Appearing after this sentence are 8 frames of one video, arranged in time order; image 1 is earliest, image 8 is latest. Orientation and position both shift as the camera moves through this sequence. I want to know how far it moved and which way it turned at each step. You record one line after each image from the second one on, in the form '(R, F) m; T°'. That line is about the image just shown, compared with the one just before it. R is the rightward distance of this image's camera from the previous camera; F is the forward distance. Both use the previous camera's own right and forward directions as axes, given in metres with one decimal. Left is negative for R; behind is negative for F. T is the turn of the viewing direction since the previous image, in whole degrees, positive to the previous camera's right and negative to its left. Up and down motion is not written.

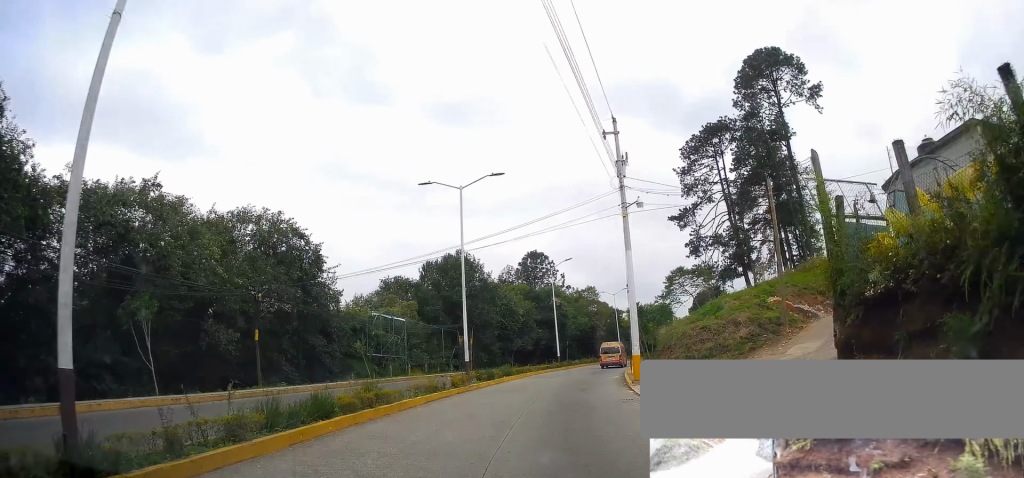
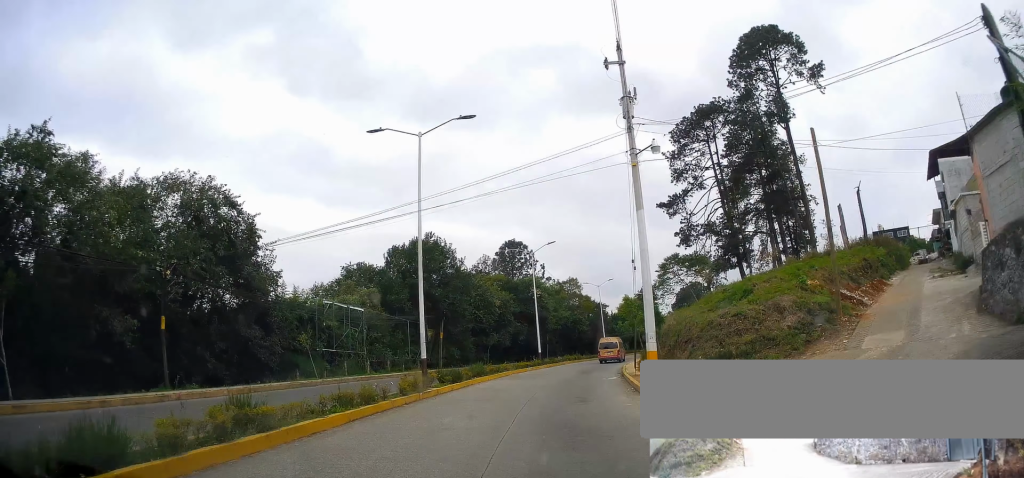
(+0.5, +6.1) m; +3°
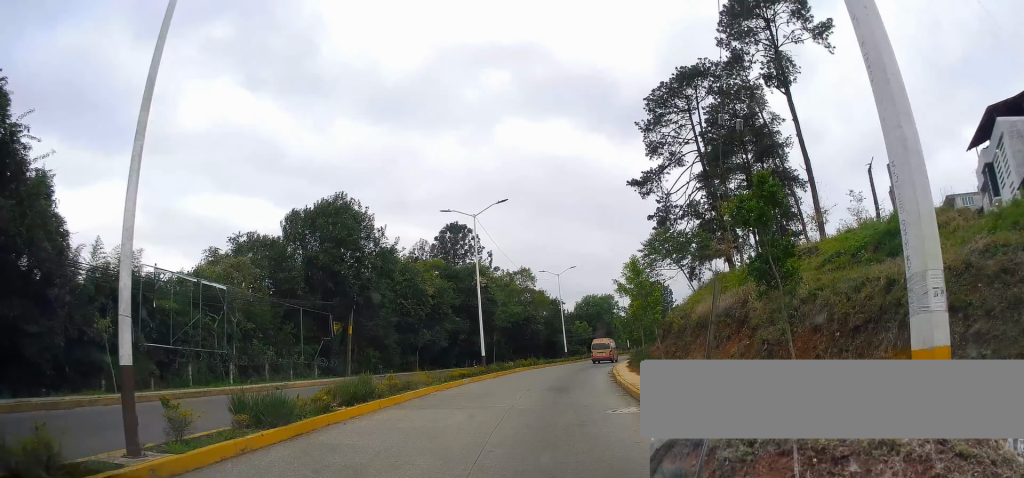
(+0.6, +14.8) m; +2°
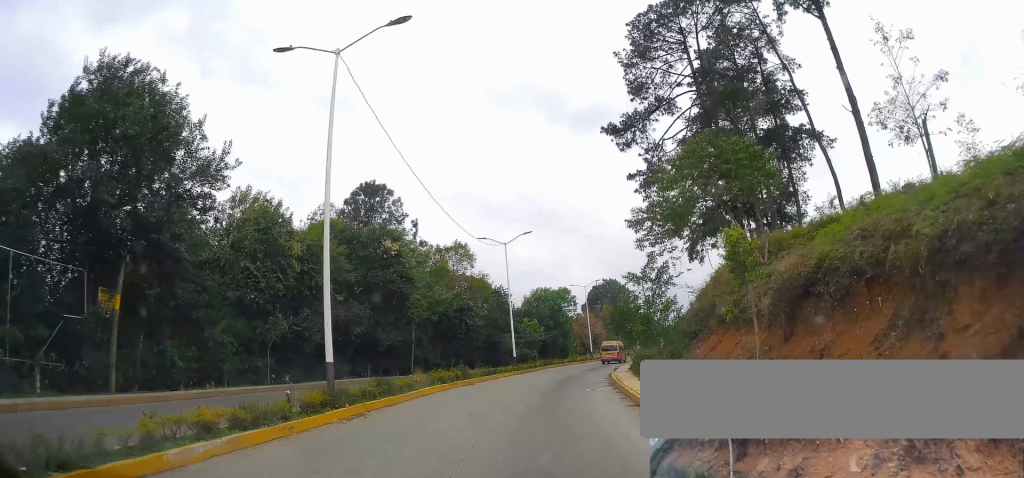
(+1.4, +19.8) m; +8°
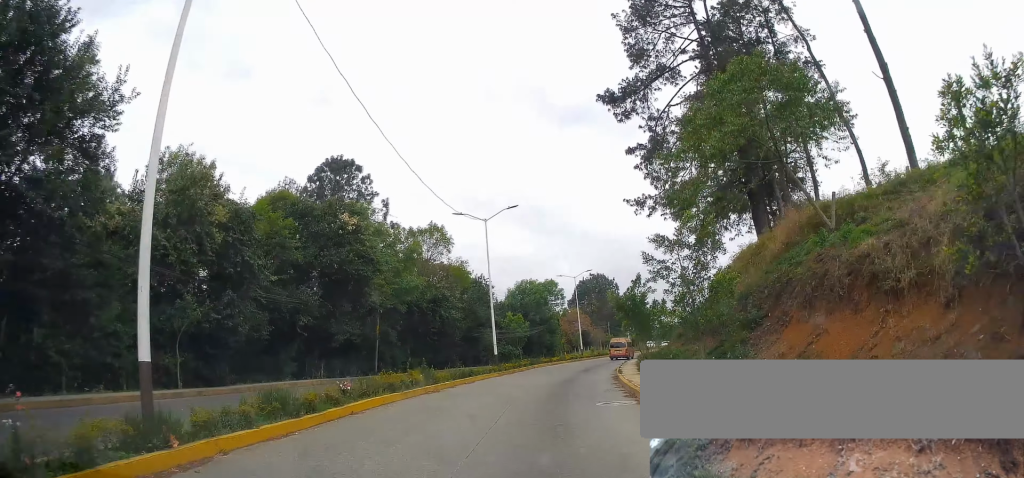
(+0.2, +6.5) m; +2°
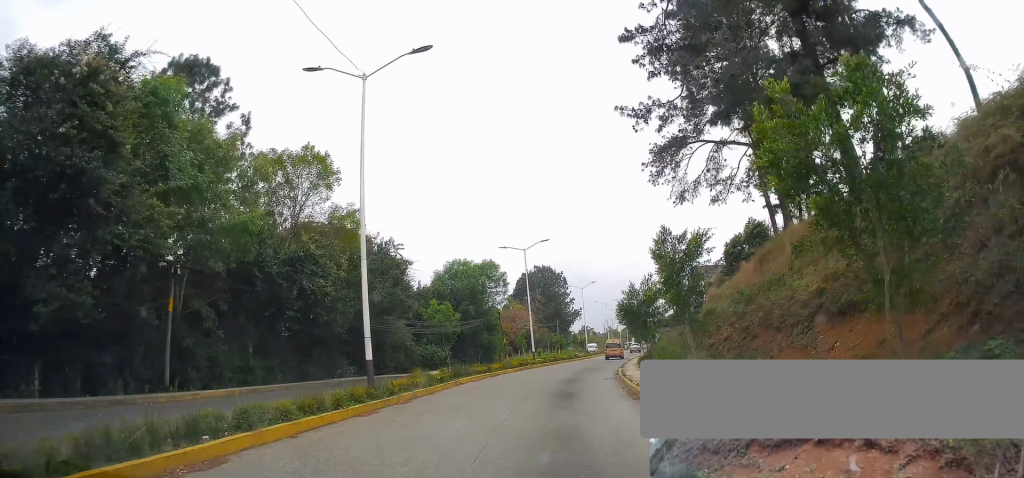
(+1.5, +18.7) m; +8°
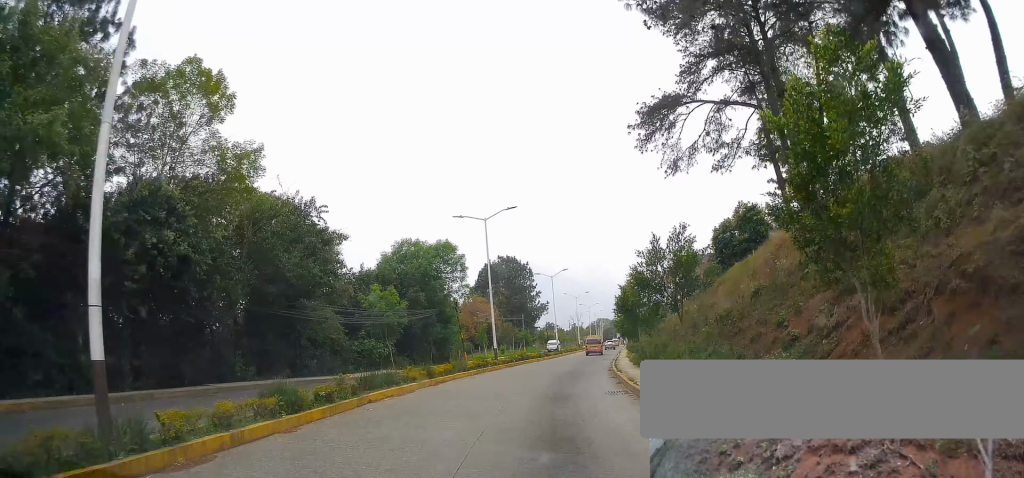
(-0.4, +9.8) m; -2°
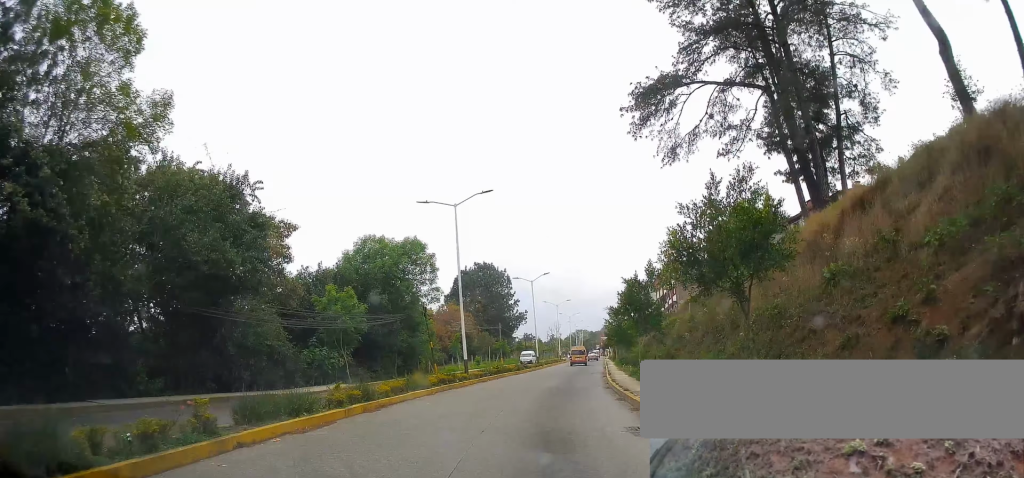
(0.0, +5.5) m; +1°
